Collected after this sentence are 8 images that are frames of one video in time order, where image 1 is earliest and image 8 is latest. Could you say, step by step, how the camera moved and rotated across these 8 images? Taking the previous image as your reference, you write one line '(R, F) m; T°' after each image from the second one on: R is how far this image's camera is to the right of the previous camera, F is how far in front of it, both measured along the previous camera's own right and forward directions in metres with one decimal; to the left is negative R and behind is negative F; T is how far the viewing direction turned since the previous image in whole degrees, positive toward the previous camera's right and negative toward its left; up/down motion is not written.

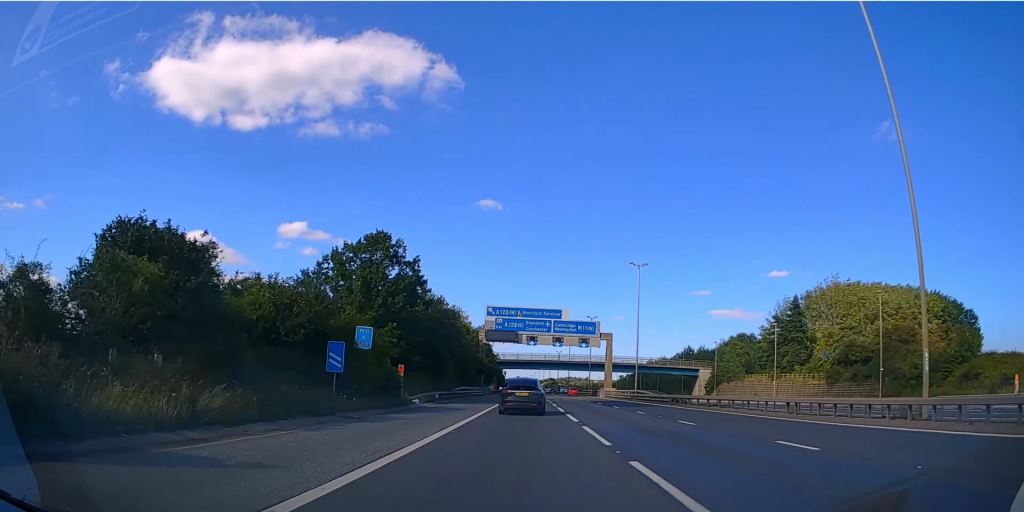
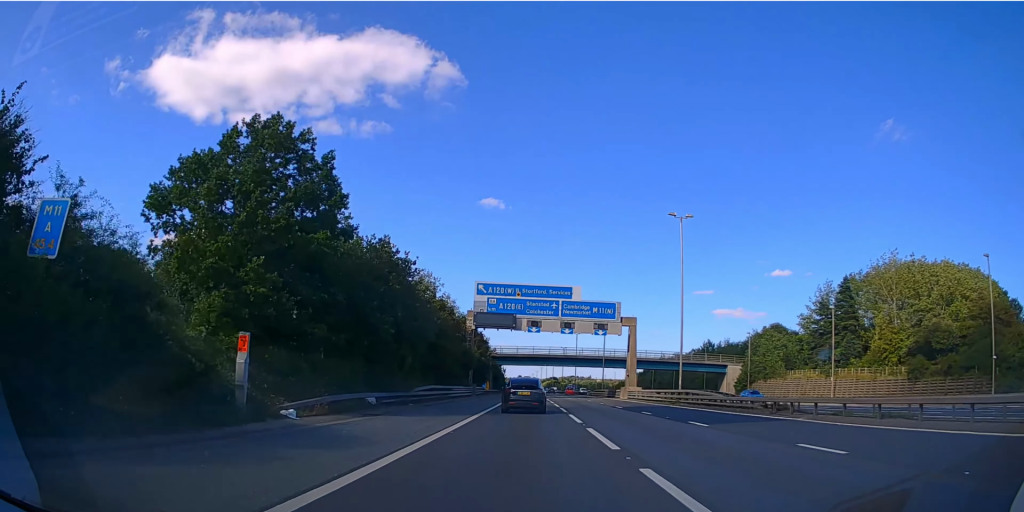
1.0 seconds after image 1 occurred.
(0.0, +18.4) m; 0°
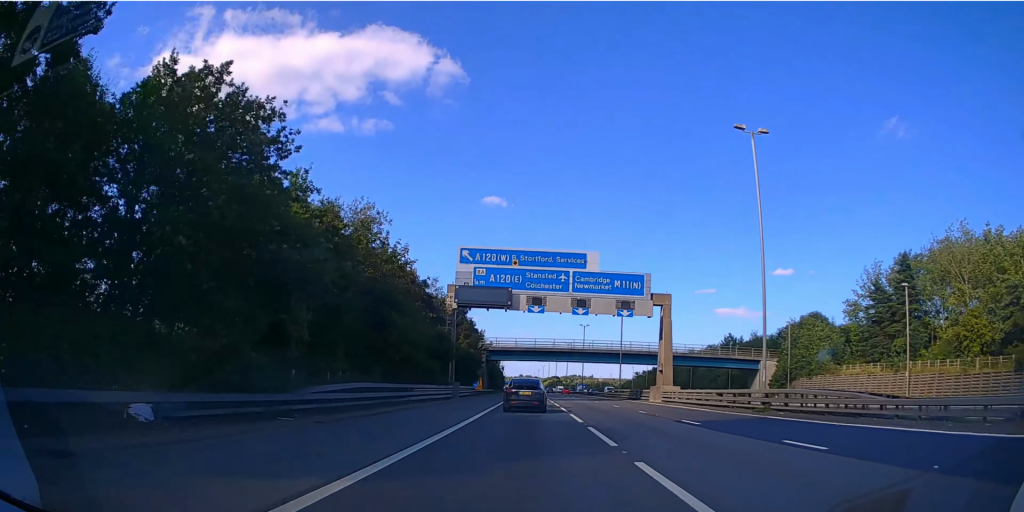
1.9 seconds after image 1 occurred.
(0.0, +17.4) m; 0°
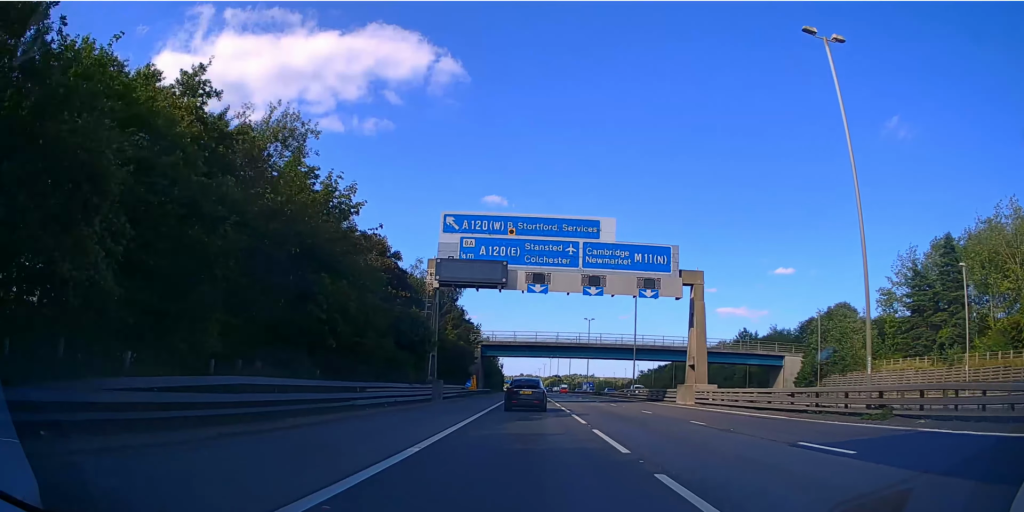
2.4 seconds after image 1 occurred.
(-0.1, +10.3) m; 0°
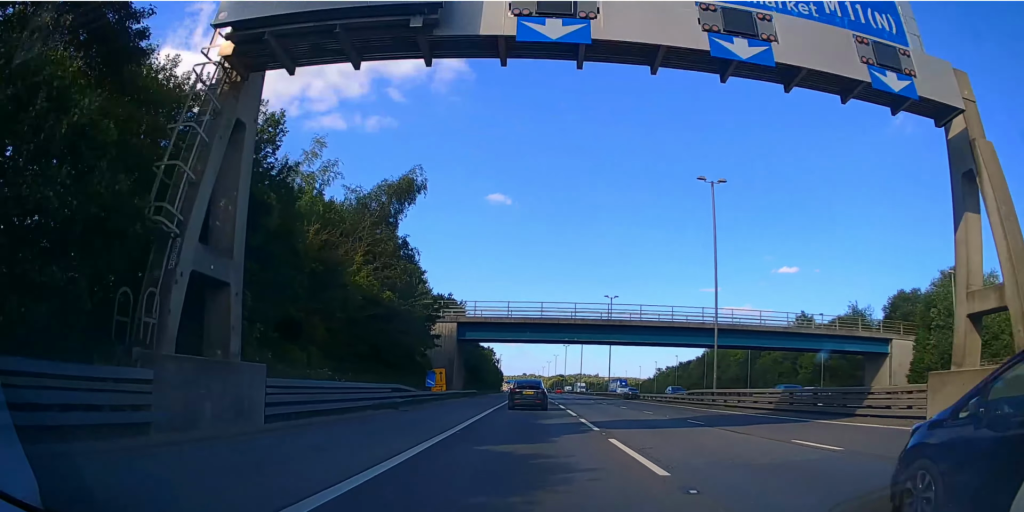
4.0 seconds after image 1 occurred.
(0.0, +30.0) m; 0°
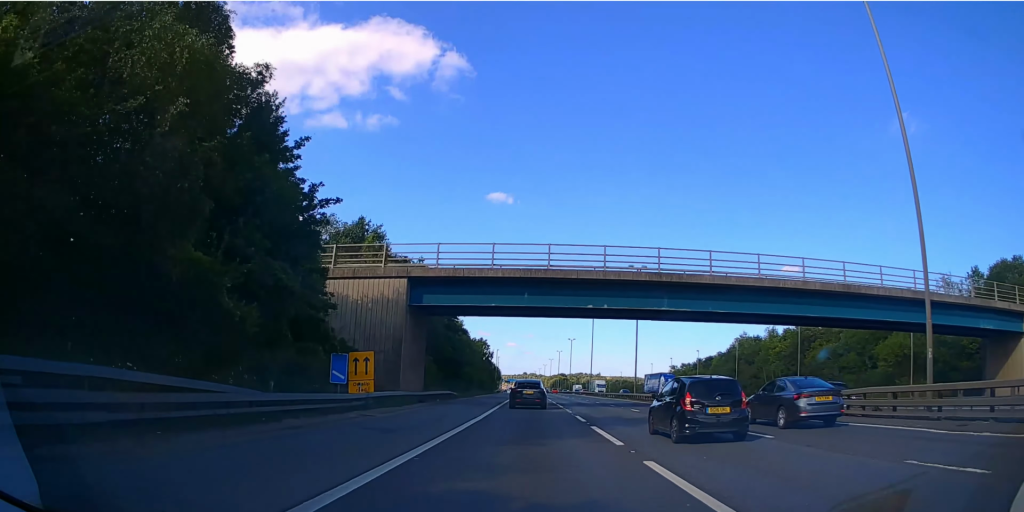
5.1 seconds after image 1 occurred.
(-0.1, +21.7) m; 0°
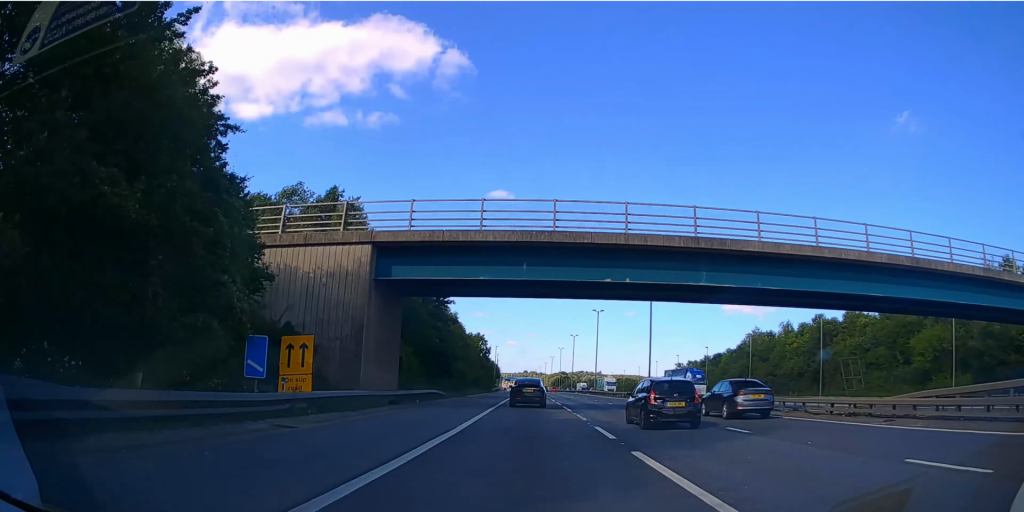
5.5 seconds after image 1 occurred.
(0.0, +7.6) m; 0°
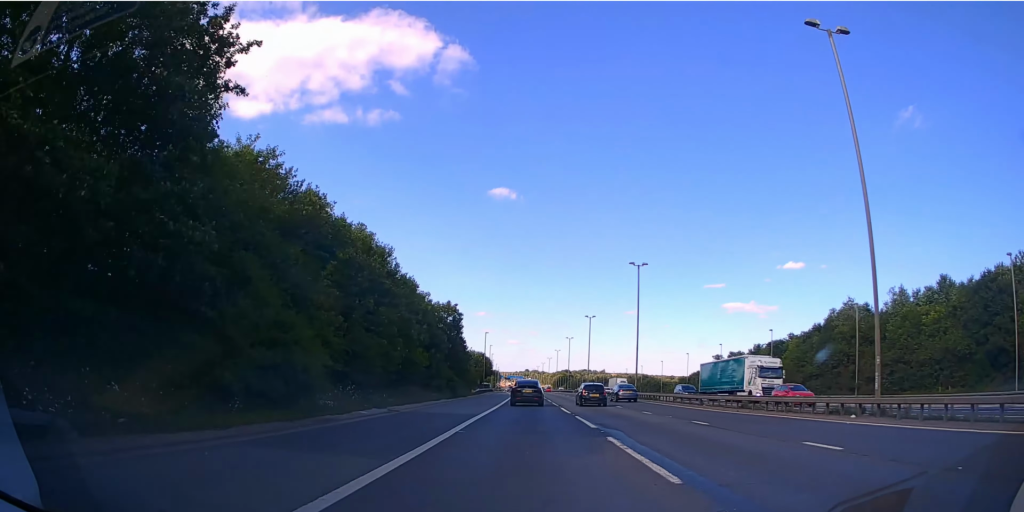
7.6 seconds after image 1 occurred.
(-0.4, +39.8) m; -1°
